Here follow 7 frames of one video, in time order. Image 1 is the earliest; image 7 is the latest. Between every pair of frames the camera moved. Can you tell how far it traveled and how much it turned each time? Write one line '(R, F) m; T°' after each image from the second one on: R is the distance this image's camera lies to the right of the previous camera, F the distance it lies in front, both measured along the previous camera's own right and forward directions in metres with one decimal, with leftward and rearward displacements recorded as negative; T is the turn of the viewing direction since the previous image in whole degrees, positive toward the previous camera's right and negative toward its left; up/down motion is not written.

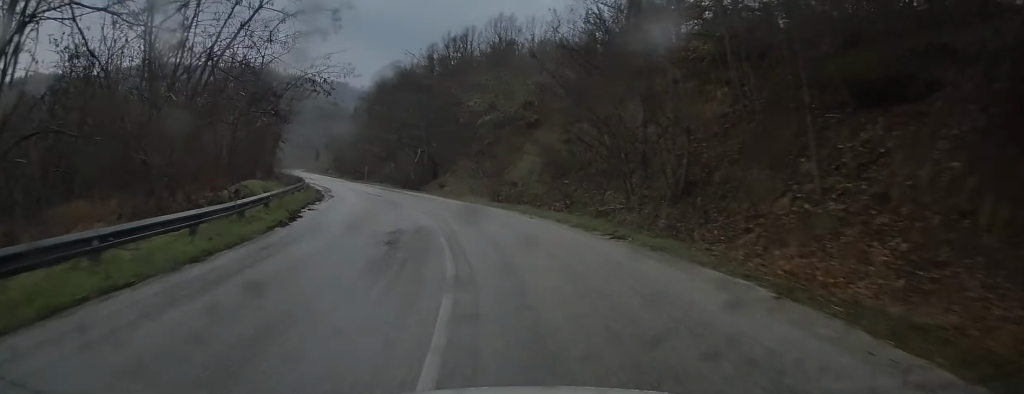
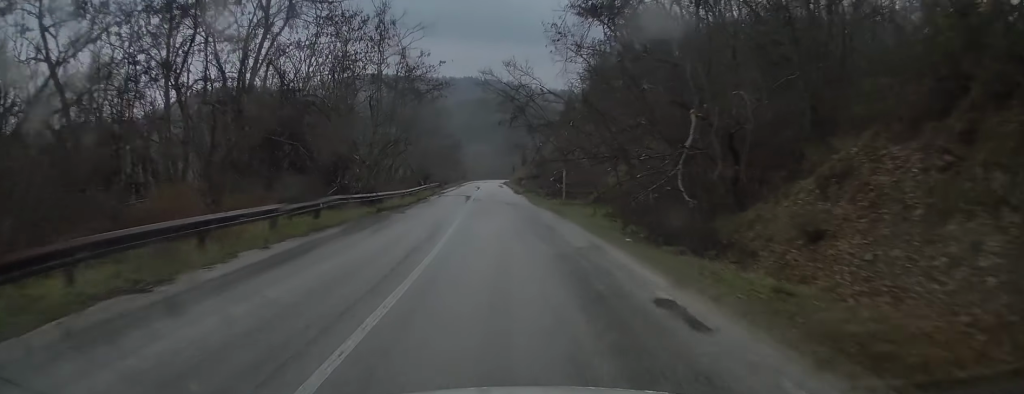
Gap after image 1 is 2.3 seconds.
(-8.2, +33.8) m; -22°
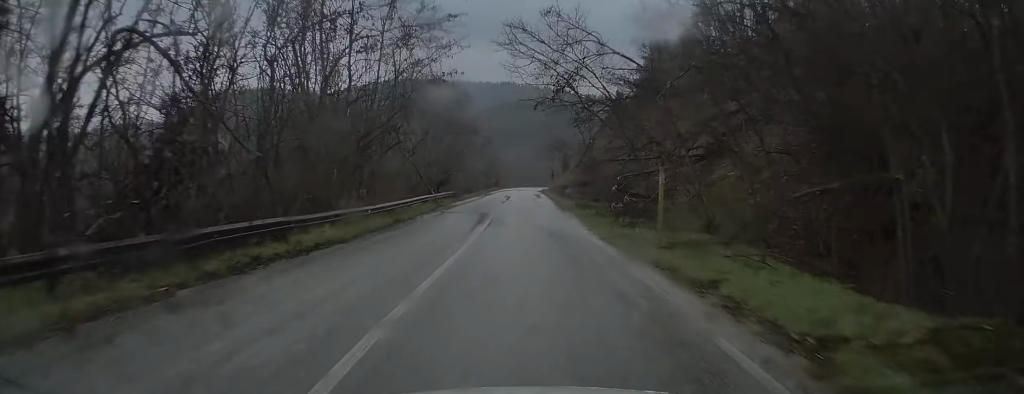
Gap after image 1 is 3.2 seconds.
(-0.8, +17.5) m; -5°
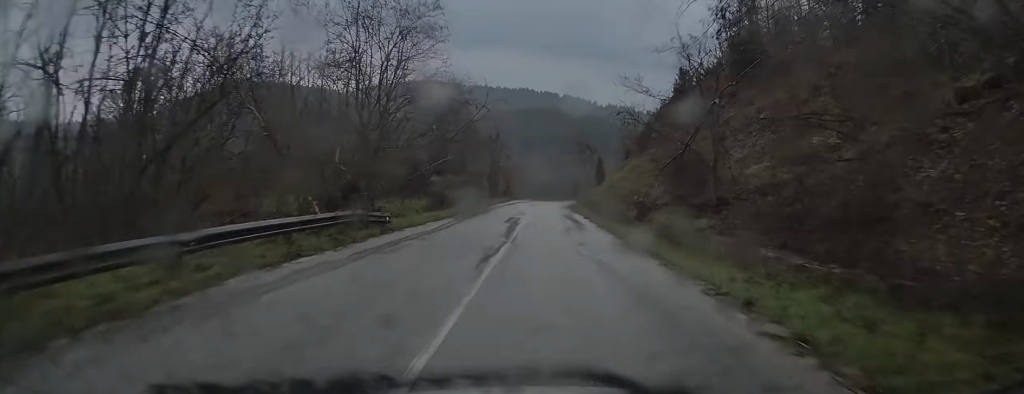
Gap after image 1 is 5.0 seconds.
(-1.6, +31.3) m; -4°
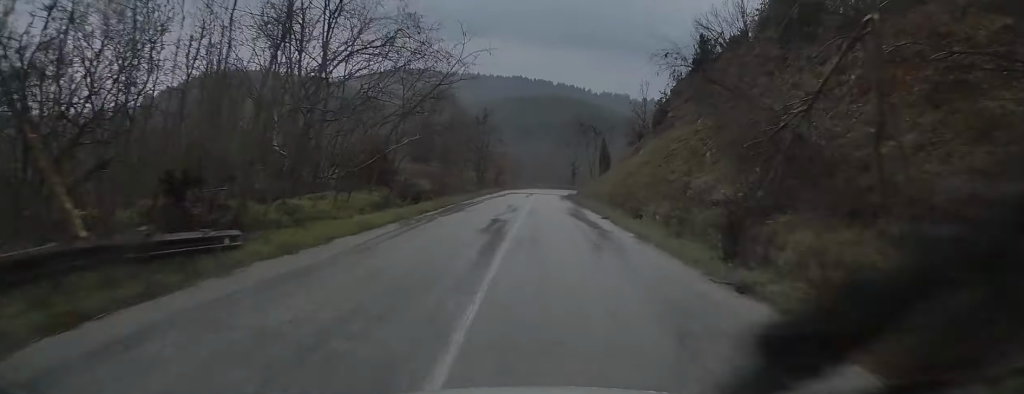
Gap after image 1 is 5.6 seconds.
(0.0, +10.9) m; 0°
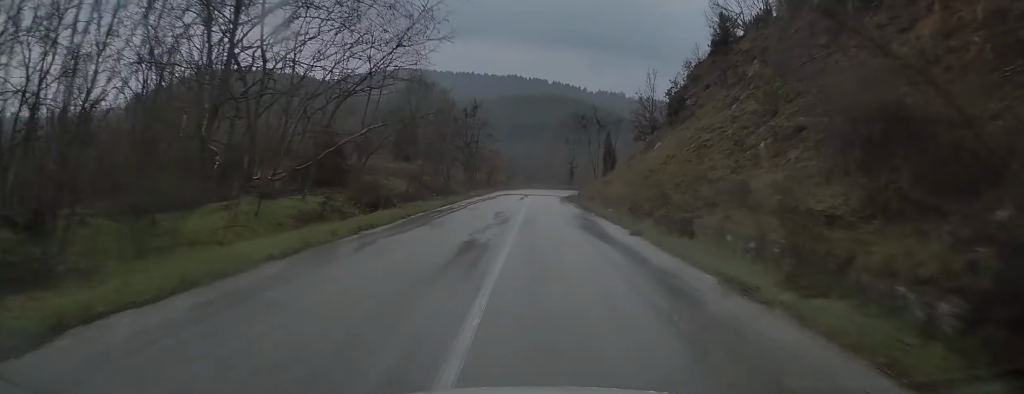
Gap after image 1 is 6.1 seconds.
(0.0, +8.0) m; 0°
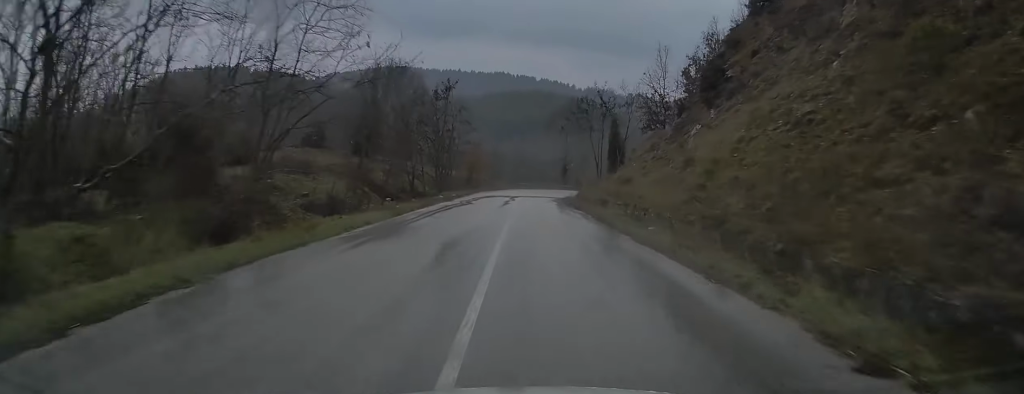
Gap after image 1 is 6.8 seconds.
(0.0, +12.2) m; 0°
